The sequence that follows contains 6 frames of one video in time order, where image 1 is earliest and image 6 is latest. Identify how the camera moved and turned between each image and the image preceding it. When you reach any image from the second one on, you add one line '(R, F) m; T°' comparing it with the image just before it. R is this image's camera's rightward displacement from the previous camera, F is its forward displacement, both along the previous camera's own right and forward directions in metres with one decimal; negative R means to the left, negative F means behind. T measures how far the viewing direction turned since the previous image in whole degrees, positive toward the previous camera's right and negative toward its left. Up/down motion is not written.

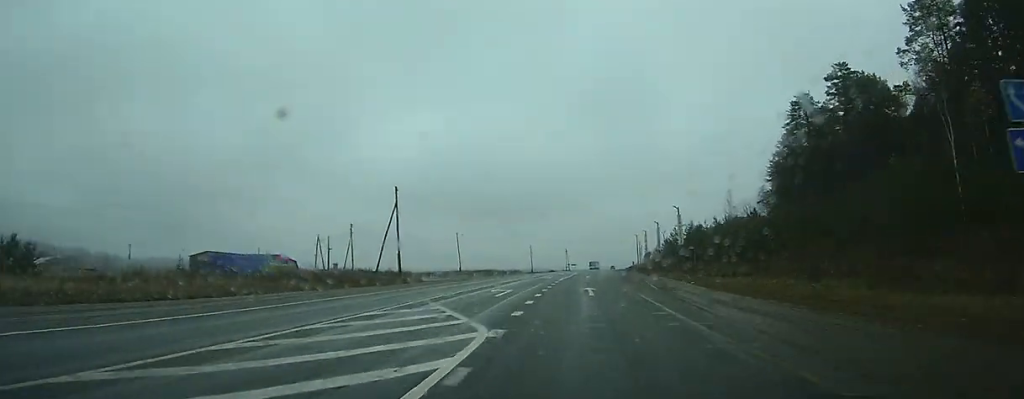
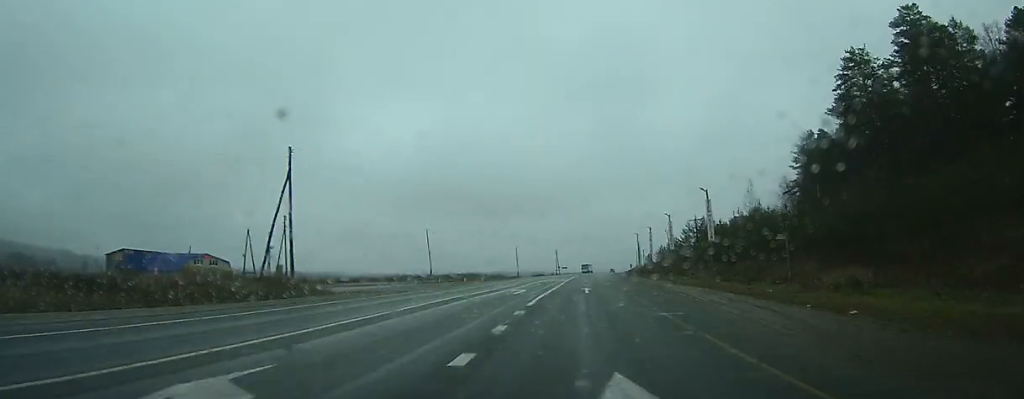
(+0.1, +22.9) m; +1°
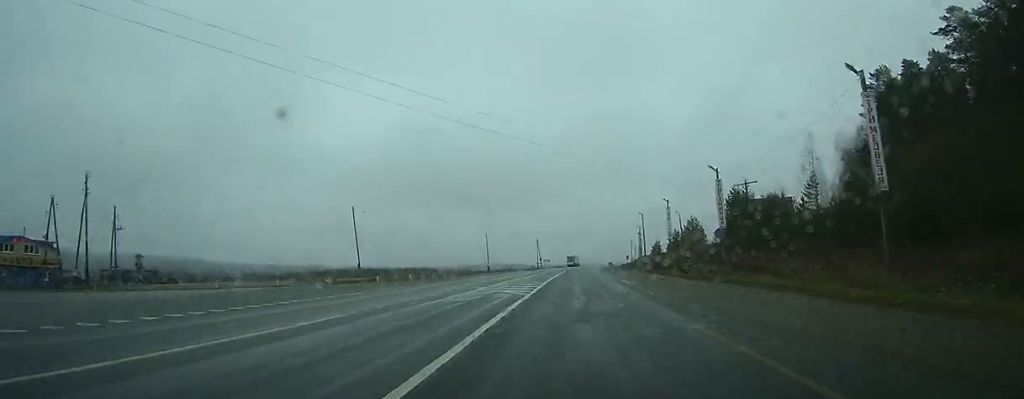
(+0.5, +36.4) m; +1°
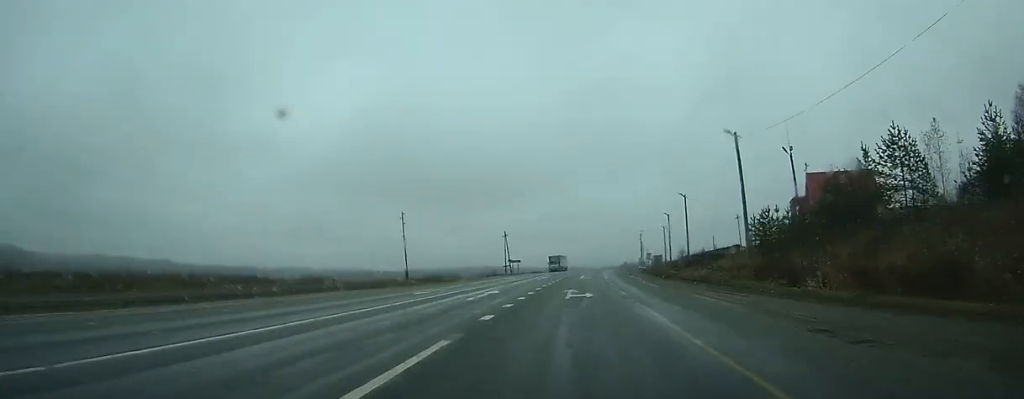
(+1.0, +66.1) m; +2°
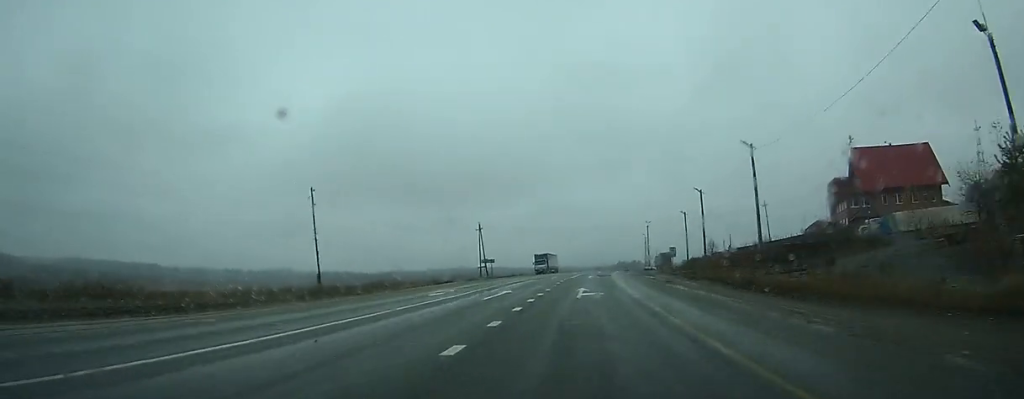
(-0.1, +28.3) m; +1°
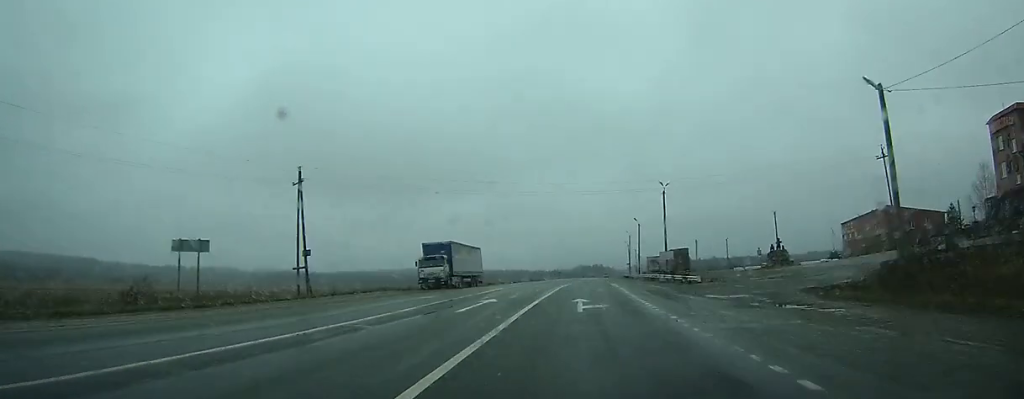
(+2.1, +64.2) m; +3°
